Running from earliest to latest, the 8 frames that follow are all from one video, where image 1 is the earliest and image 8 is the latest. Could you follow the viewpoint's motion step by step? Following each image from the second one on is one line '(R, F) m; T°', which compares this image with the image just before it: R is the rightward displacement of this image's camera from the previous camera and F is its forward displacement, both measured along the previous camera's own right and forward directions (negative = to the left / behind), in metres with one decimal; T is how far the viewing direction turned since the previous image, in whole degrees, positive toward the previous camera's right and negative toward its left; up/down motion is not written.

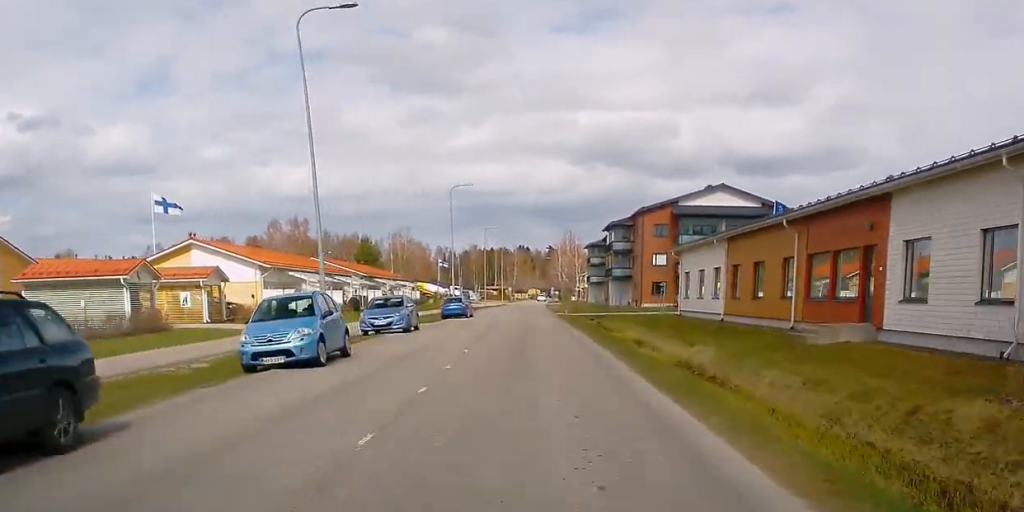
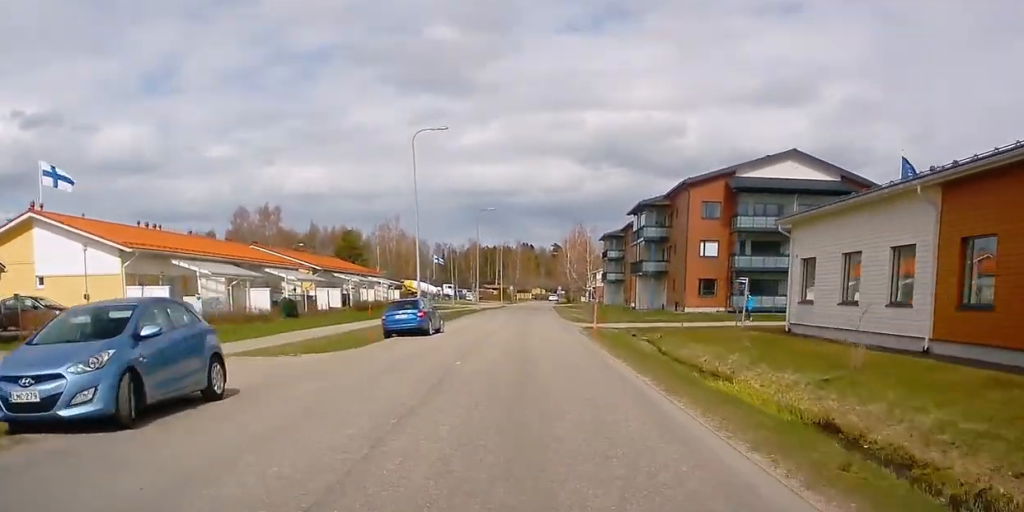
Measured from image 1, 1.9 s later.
(0.0, +22.9) m; 0°
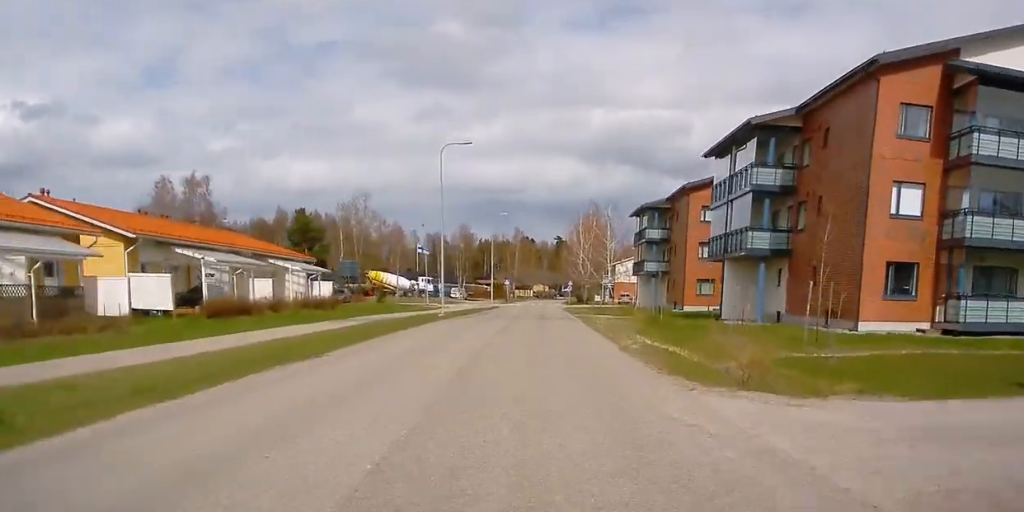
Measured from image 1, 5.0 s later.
(0.0, +35.7) m; +1°
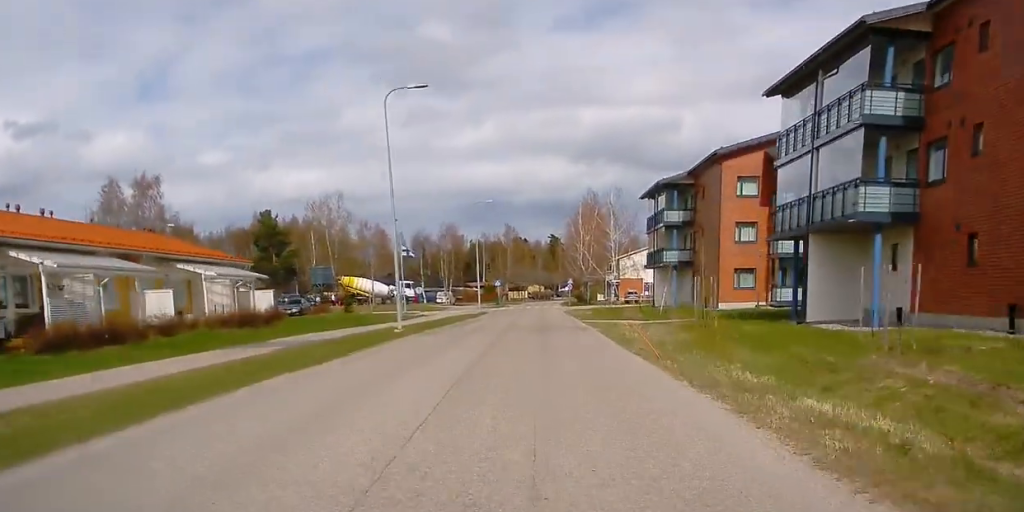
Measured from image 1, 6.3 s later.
(+0.3, +14.4) m; 0°
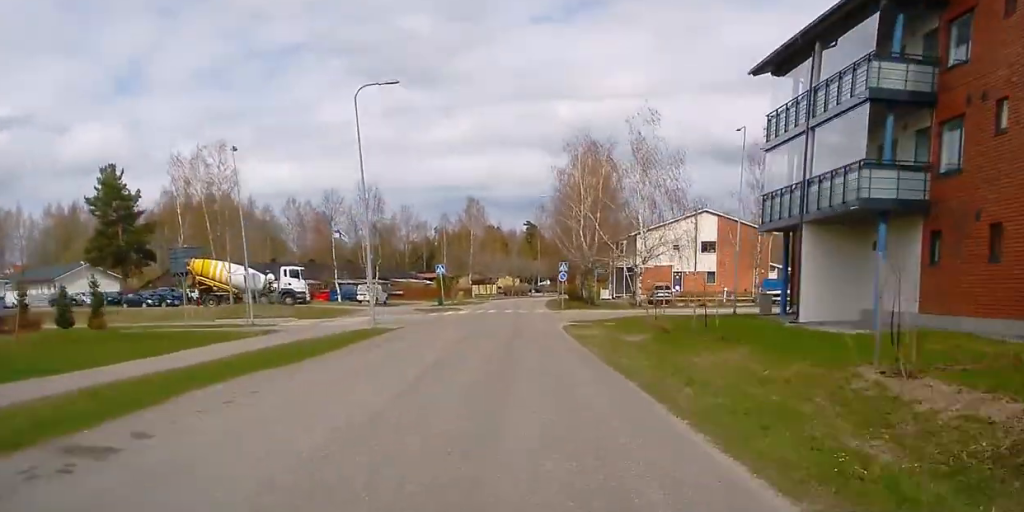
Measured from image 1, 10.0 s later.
(-0.2, +39.1) m; 0°
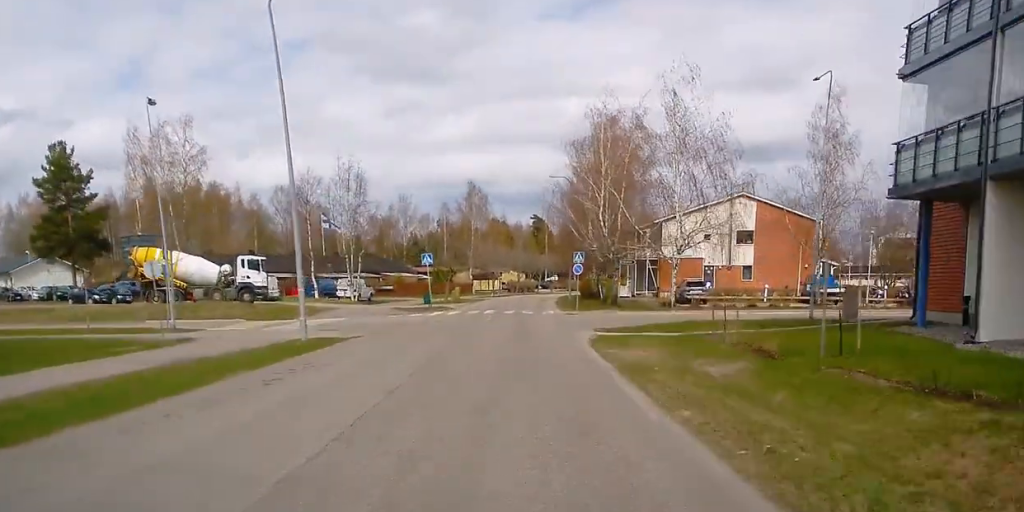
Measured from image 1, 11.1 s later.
(-0.1, +9.8) m; 0°
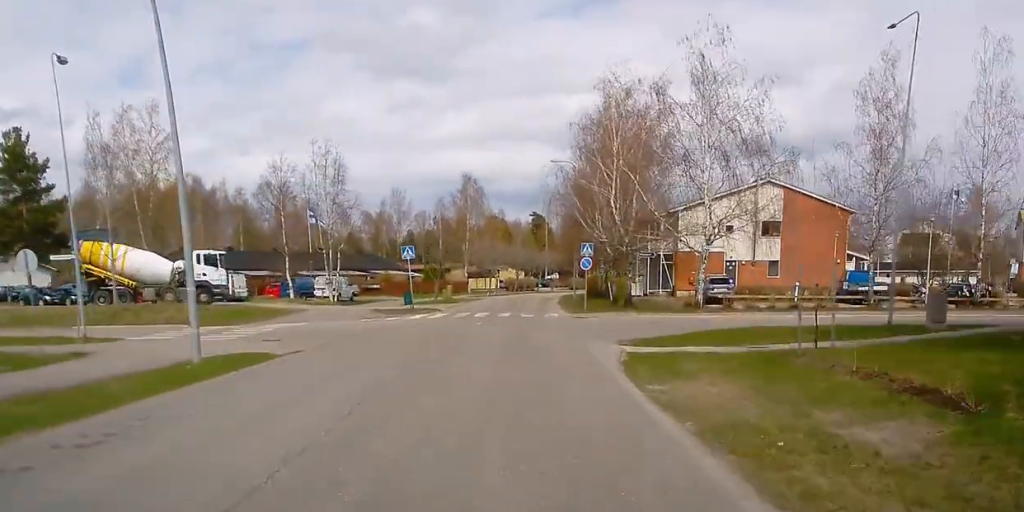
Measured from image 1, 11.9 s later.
(+0.2, +6.0) m; -4°
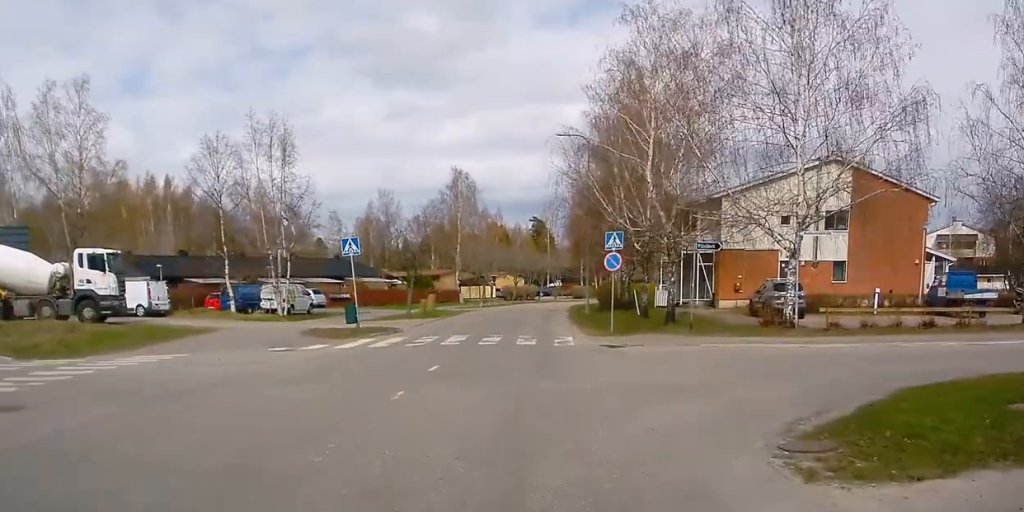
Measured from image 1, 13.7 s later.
(-0.8, +11.8) m; -16°
